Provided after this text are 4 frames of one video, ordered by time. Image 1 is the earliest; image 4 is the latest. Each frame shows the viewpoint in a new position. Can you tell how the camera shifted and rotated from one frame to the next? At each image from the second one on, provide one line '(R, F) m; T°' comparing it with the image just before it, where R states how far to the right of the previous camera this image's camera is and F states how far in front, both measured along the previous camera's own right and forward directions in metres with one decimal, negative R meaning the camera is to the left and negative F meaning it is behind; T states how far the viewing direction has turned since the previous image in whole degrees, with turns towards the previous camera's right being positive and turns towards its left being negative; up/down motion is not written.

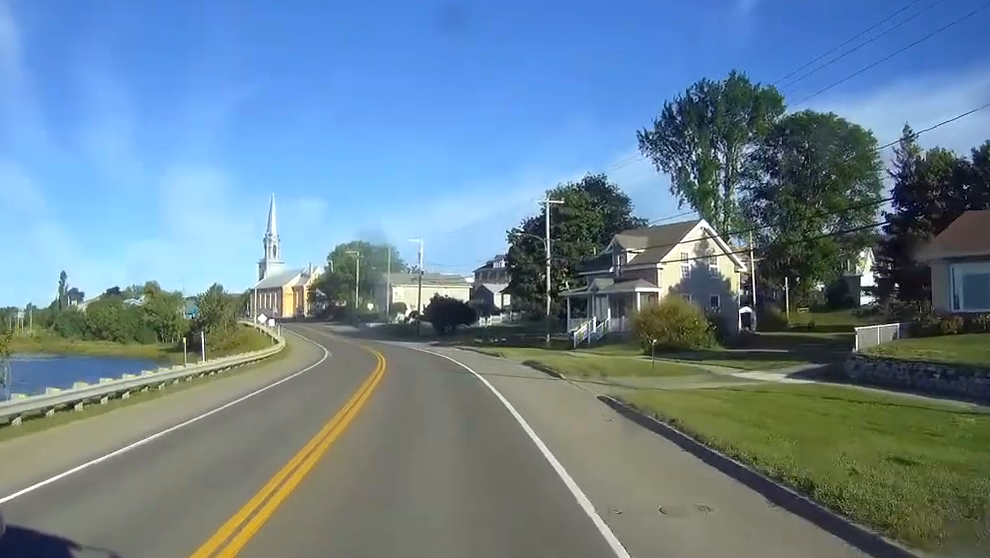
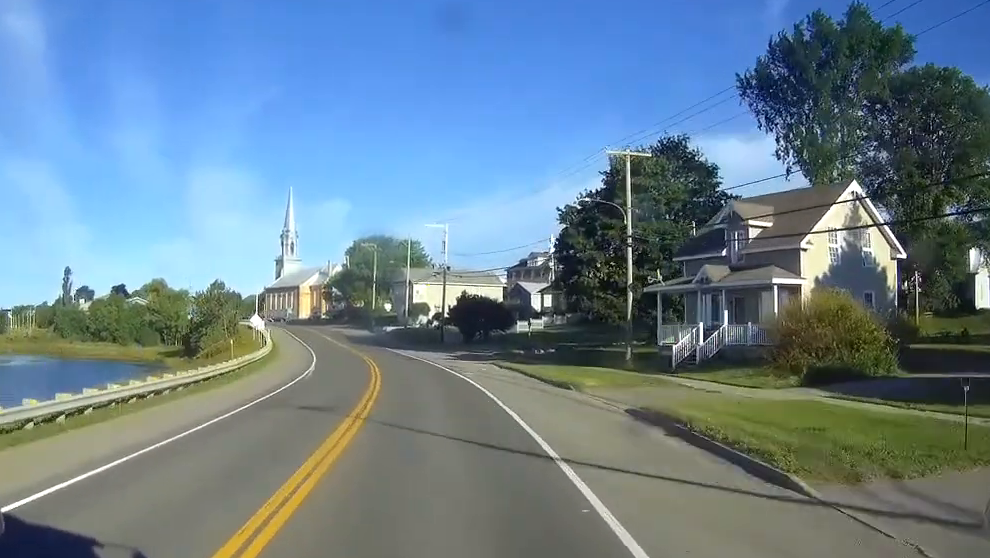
(-0.3, +19.5) m; -2°
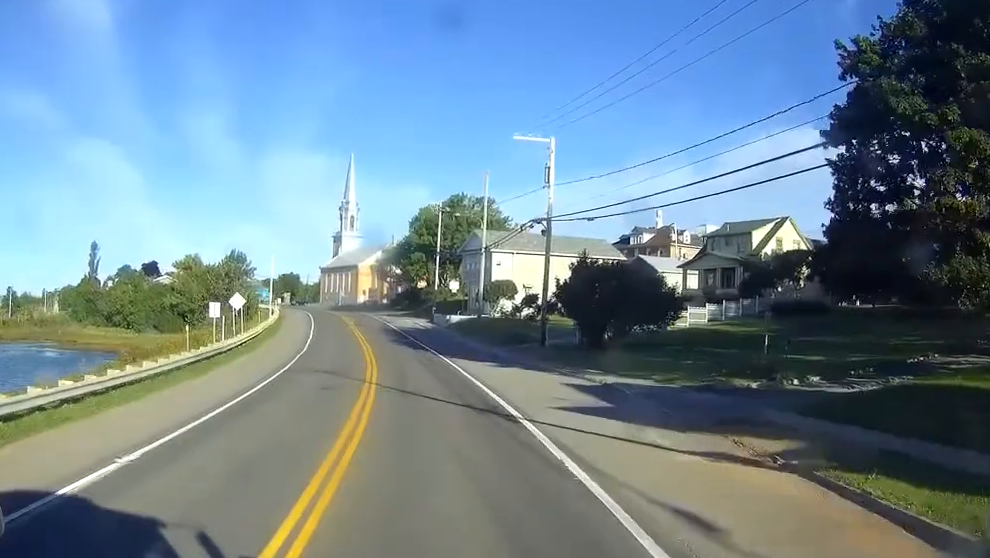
(-1.5, +37.7) m; -5°
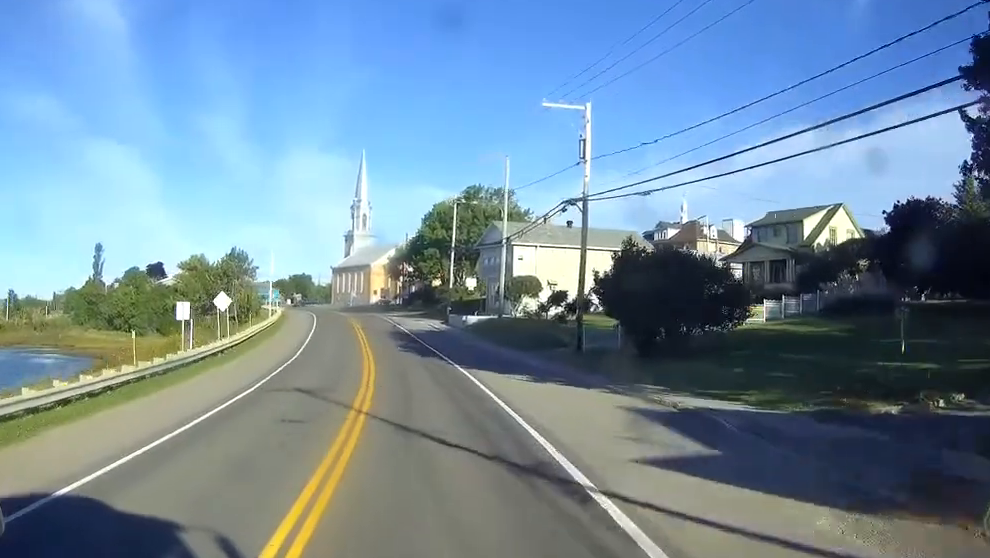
(0.0, +8.1) m; -1°
